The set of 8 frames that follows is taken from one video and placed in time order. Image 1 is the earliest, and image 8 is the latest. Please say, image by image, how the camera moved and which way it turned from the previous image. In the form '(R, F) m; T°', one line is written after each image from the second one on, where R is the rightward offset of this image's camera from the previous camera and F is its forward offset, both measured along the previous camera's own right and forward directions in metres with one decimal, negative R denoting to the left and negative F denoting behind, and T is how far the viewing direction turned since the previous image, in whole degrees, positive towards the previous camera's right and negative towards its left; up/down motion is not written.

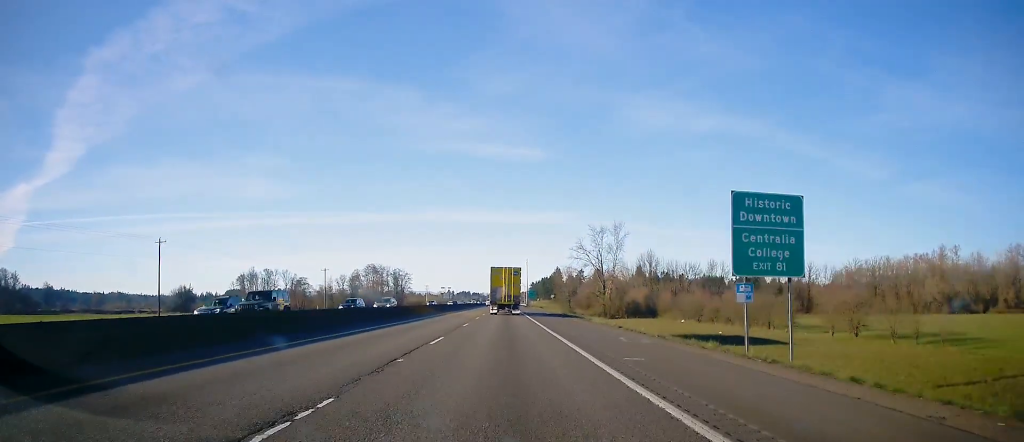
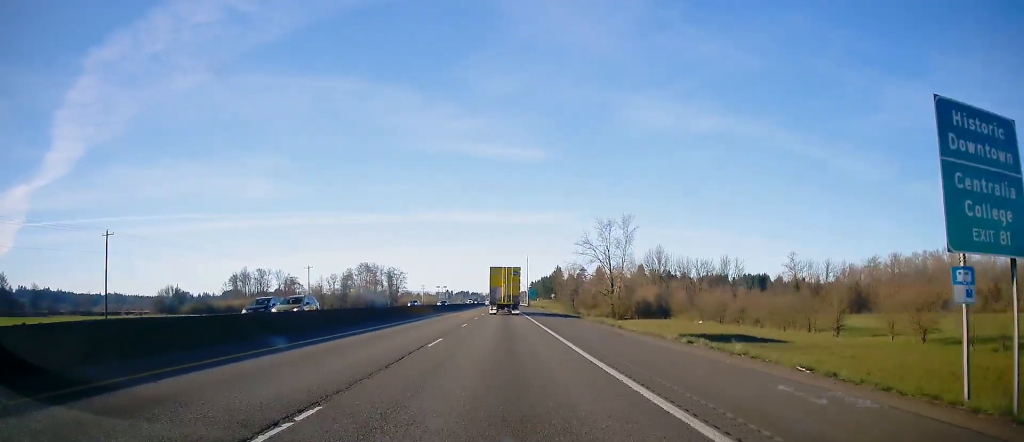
(+0.1, +12.6) m; 0°
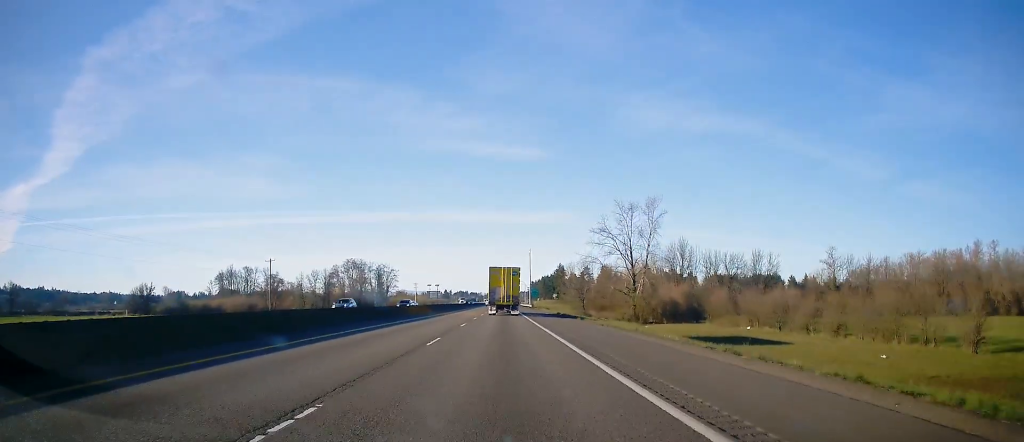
(-0.3, +24.1) m; -1°
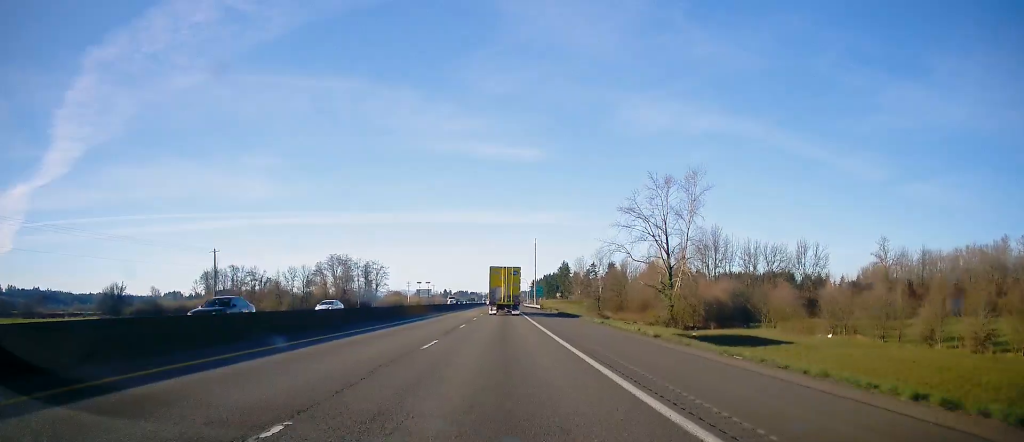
(-0.1, +25.0) m; 0°
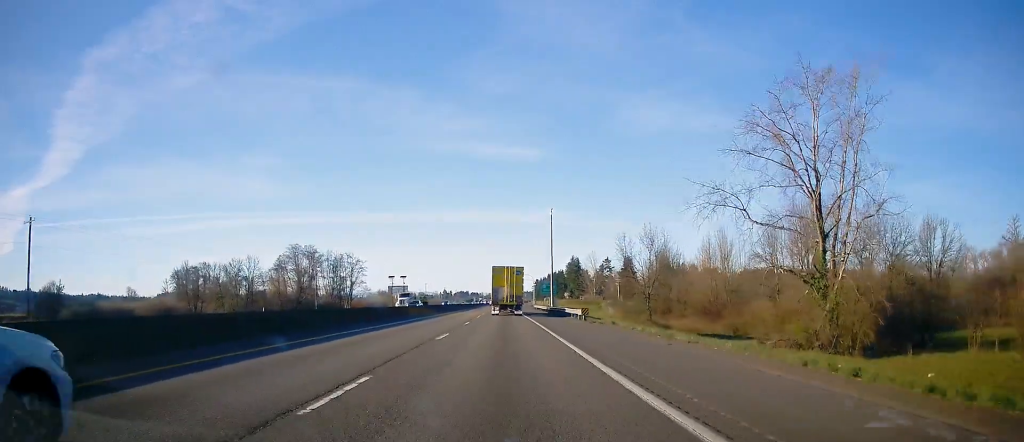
(+0.4, +45.0) m; 0°
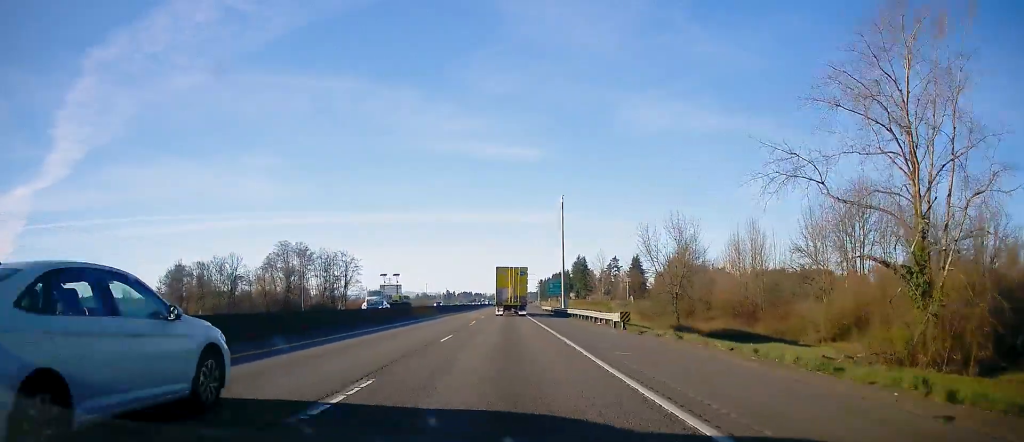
(-0.2, +12.4) m; -1°
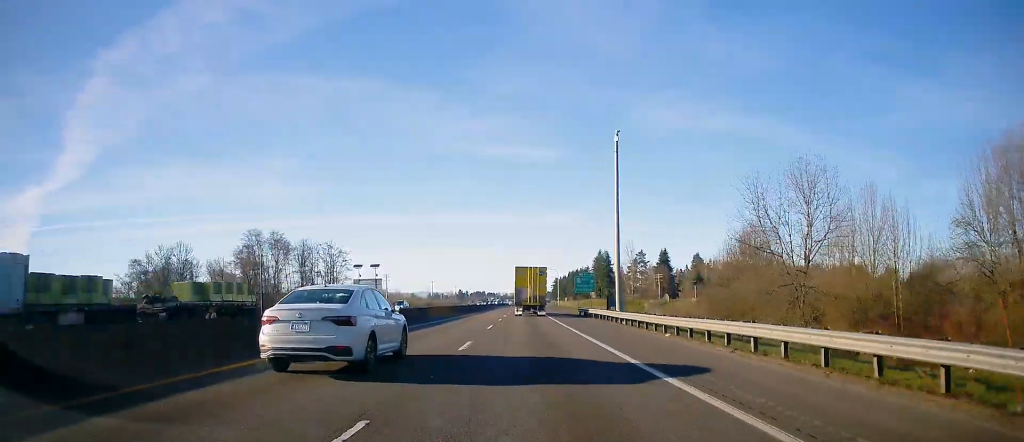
(-0.3, +30.8) m; -1°
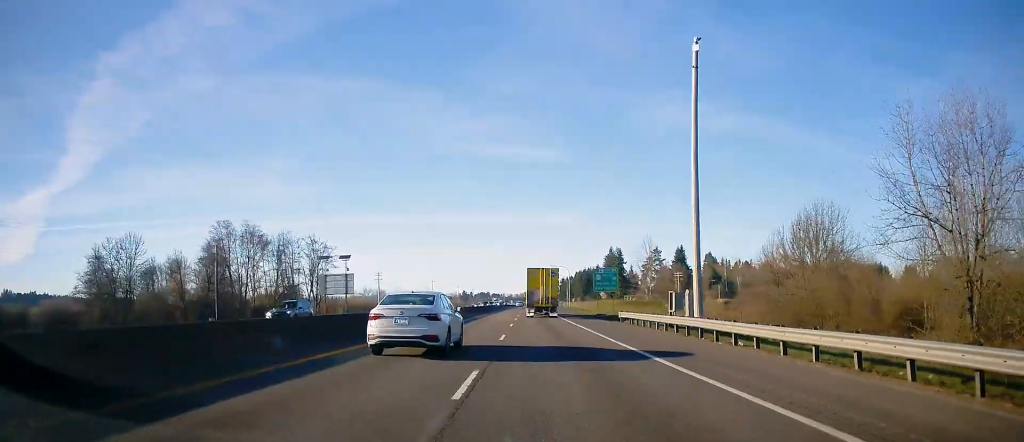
(-0.1, +19.4) m; 0°
